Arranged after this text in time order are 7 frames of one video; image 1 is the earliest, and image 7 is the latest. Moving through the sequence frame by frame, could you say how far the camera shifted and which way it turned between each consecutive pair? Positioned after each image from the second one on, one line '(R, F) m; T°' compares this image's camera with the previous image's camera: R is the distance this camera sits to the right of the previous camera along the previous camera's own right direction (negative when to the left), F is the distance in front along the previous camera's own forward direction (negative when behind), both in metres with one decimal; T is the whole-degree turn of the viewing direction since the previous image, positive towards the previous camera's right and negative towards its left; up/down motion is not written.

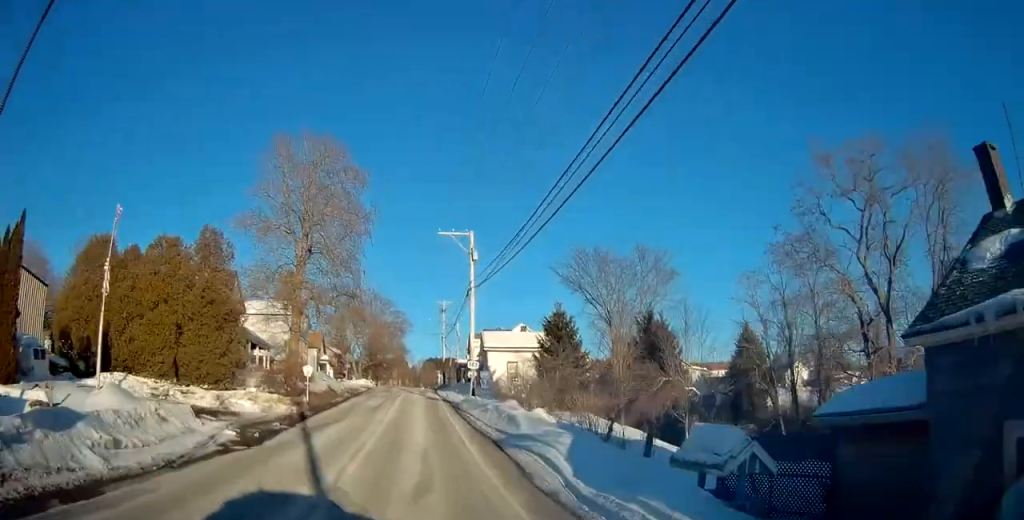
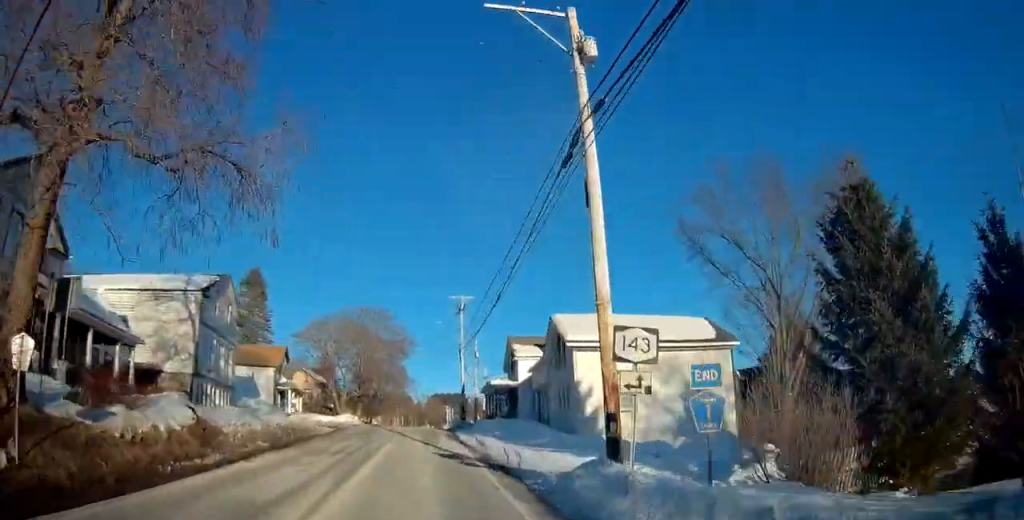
(-0.3, +25.9) m; 0°
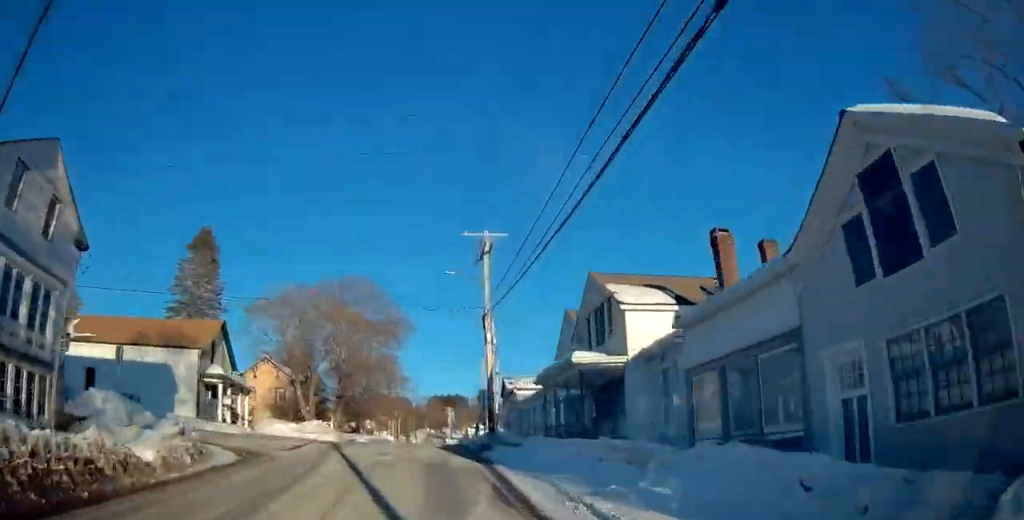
(+0.1, +19.7) m; +1°
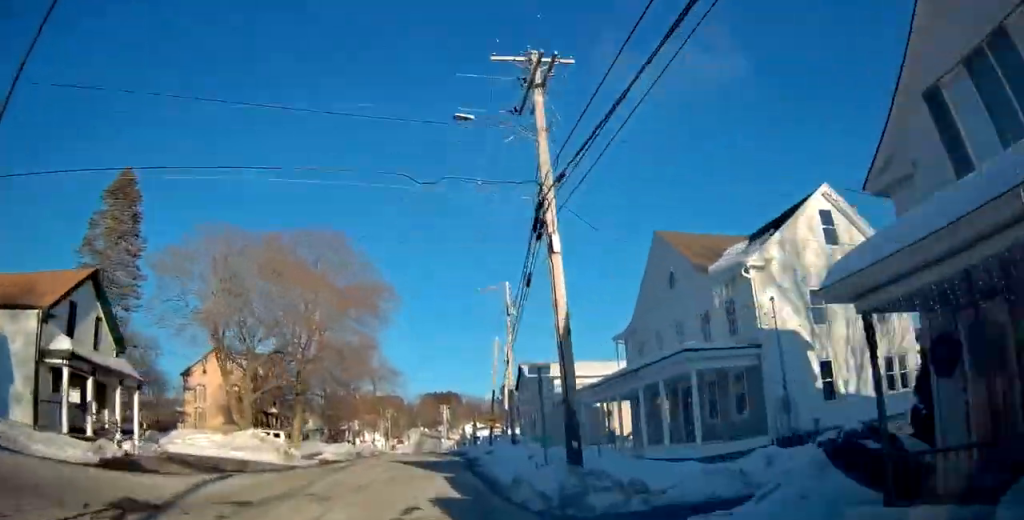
(+0.1, +17.4) m; +1°
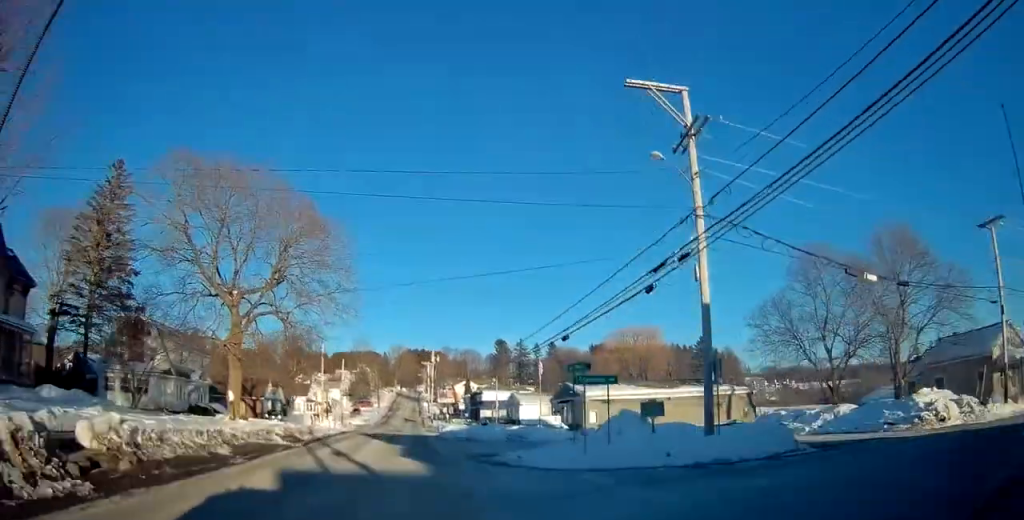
(+0.7, +54.3) m; 0°
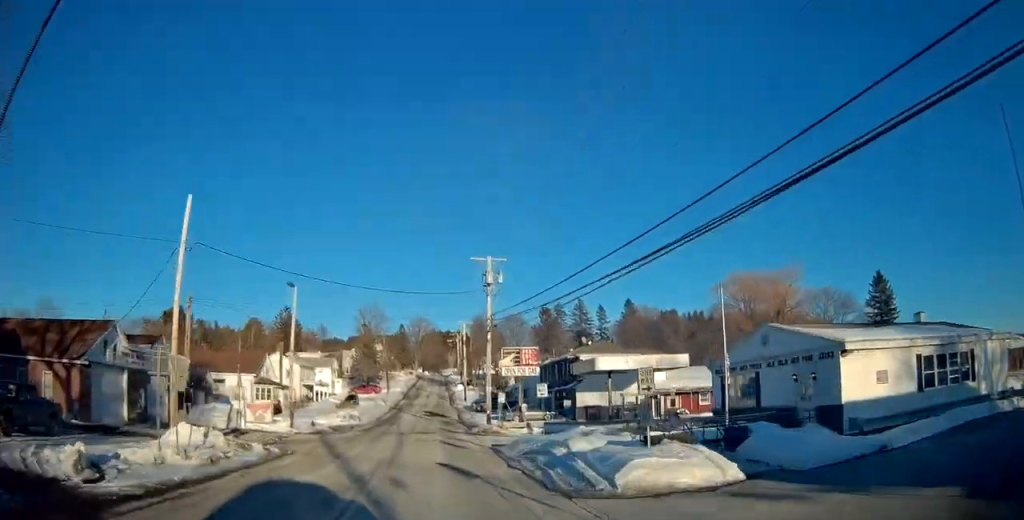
(-0.3, +49.2) m; 0°
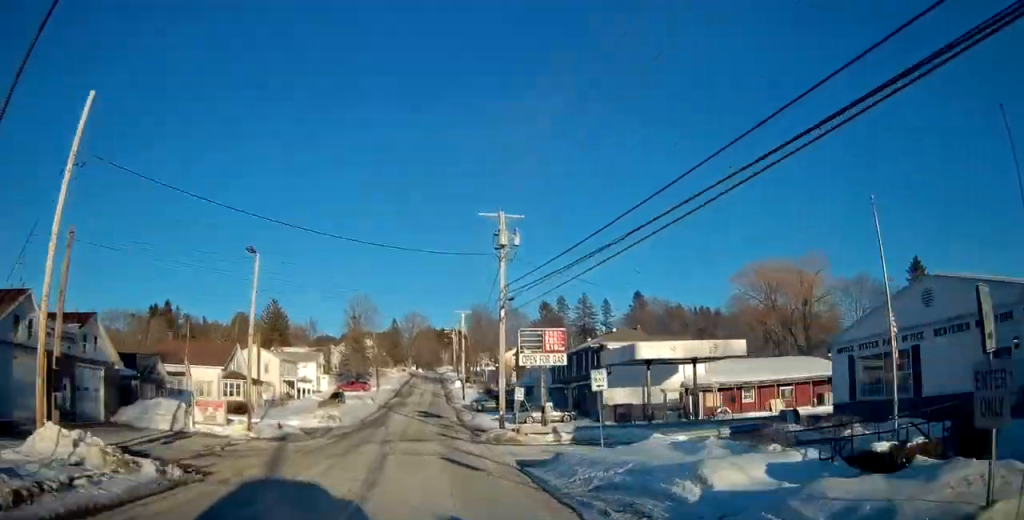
(0.0, +10.0) m; 0°
